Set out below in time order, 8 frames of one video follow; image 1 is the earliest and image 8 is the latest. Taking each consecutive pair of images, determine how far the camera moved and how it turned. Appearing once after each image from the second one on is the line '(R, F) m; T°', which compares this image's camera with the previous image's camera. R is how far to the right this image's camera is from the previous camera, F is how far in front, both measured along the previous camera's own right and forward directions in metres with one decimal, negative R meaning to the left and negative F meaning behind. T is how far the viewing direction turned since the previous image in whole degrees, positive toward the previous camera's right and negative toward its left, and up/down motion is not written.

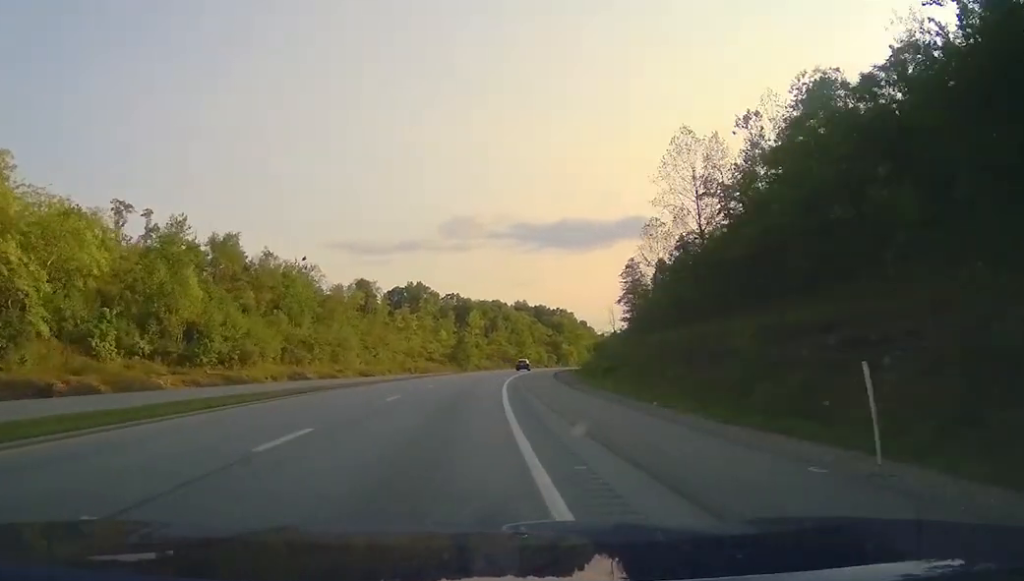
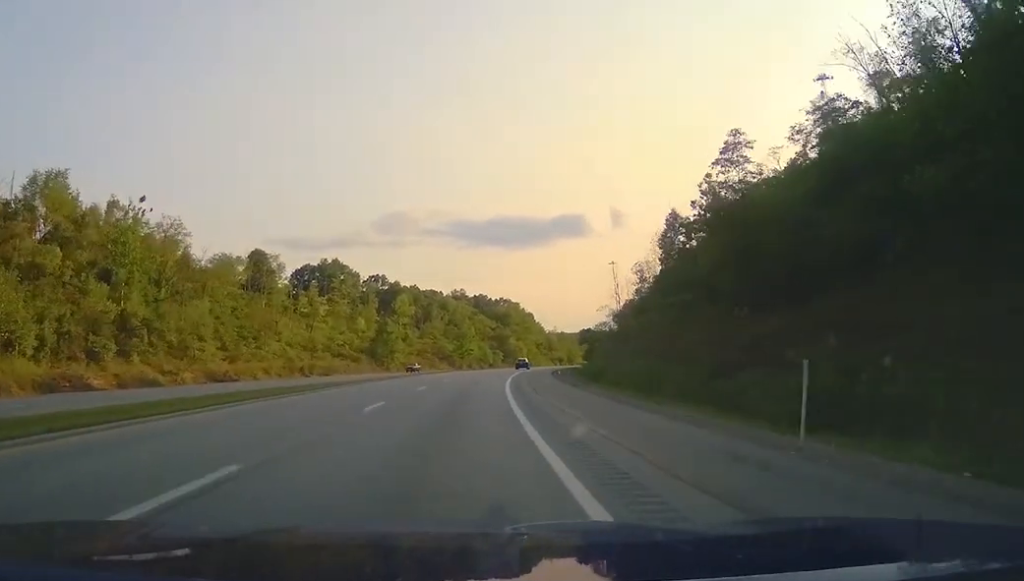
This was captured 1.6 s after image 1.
(+0.1, +53.1) m; +3°
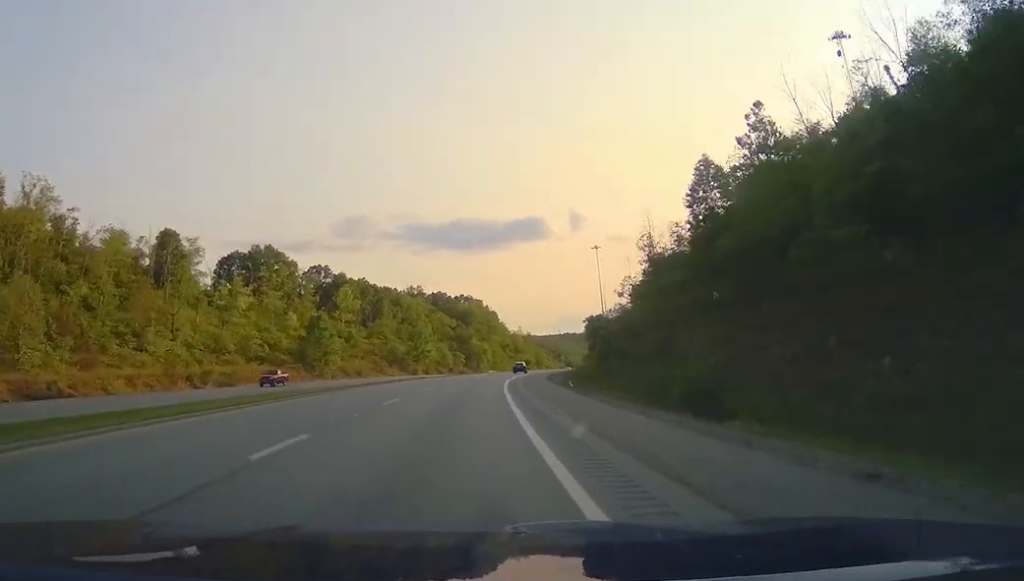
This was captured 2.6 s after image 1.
(+1.5, +32.6) m; +6°
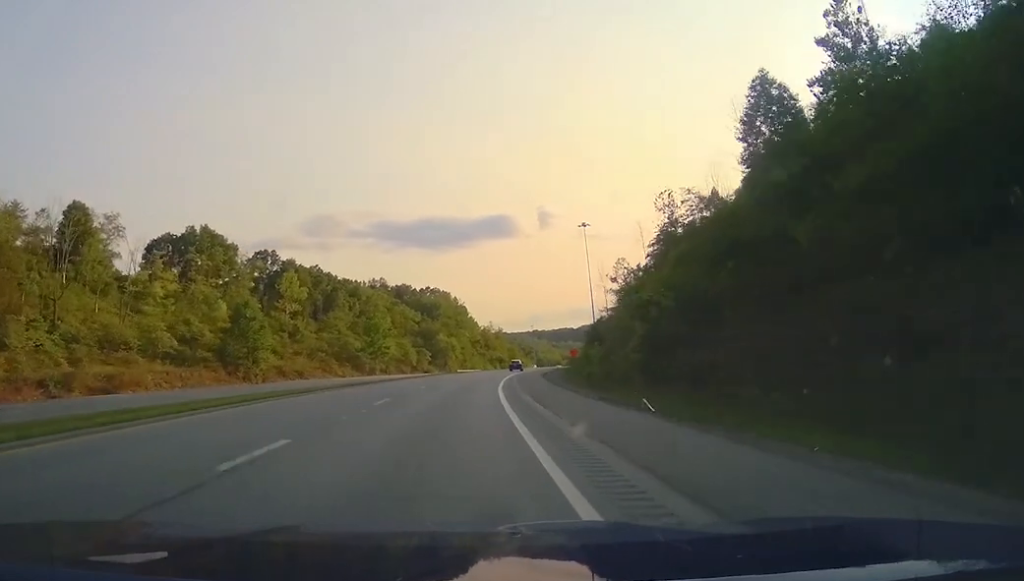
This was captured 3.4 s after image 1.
(+1.3, +25.0) m; +4°
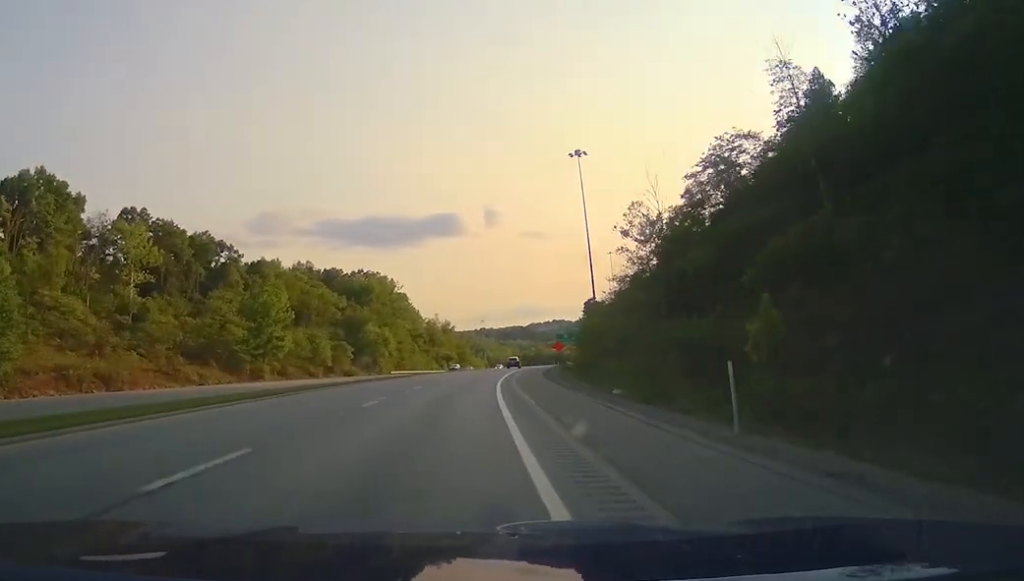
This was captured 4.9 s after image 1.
(+2.5, +49.8) m; +5°
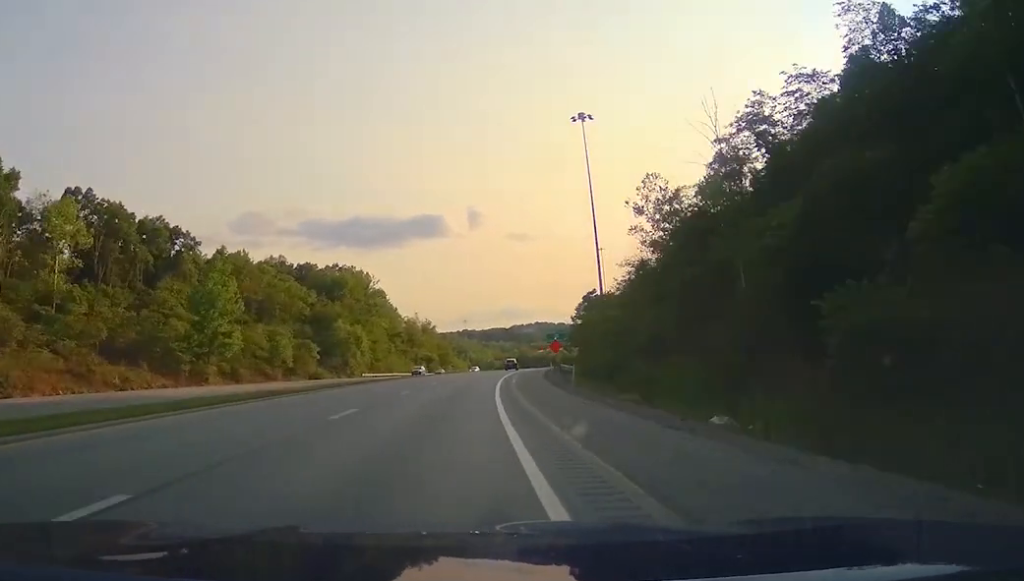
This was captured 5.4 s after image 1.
(+0.1, +15.9) m; +1°
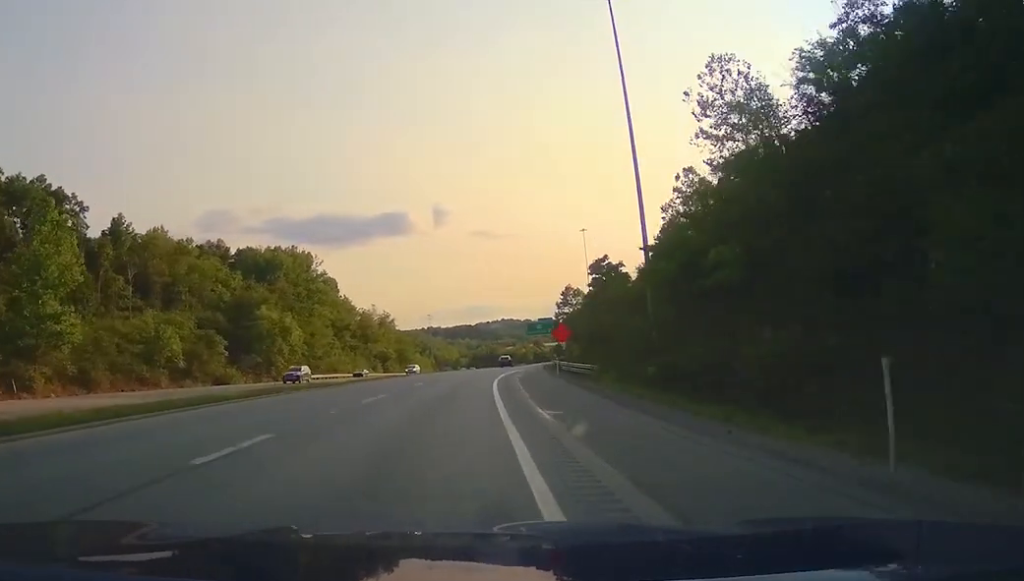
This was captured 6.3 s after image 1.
(+0.7, +31.7) m; +2°
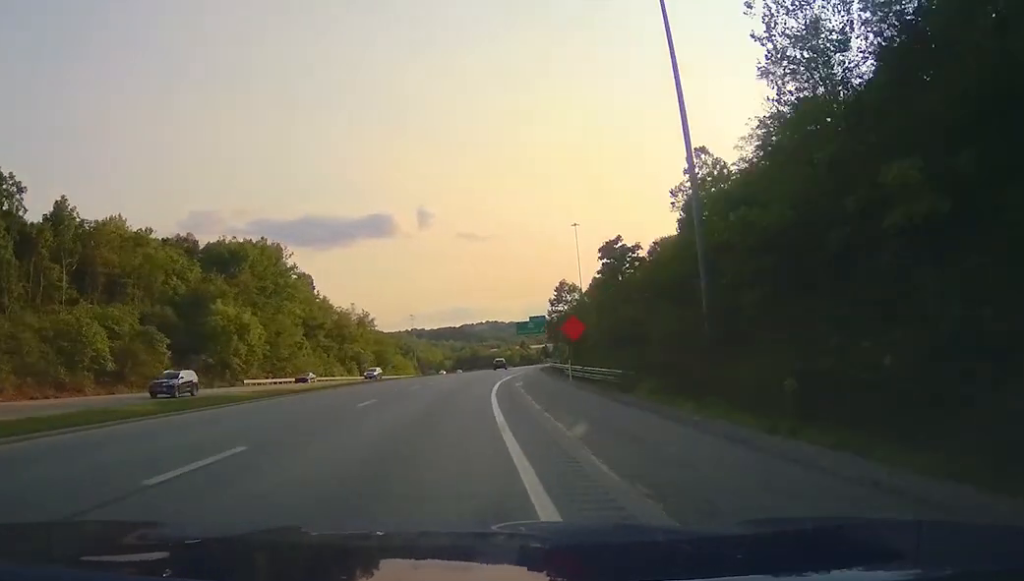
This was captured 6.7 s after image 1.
(+0.1, +13.6) m; +1°
